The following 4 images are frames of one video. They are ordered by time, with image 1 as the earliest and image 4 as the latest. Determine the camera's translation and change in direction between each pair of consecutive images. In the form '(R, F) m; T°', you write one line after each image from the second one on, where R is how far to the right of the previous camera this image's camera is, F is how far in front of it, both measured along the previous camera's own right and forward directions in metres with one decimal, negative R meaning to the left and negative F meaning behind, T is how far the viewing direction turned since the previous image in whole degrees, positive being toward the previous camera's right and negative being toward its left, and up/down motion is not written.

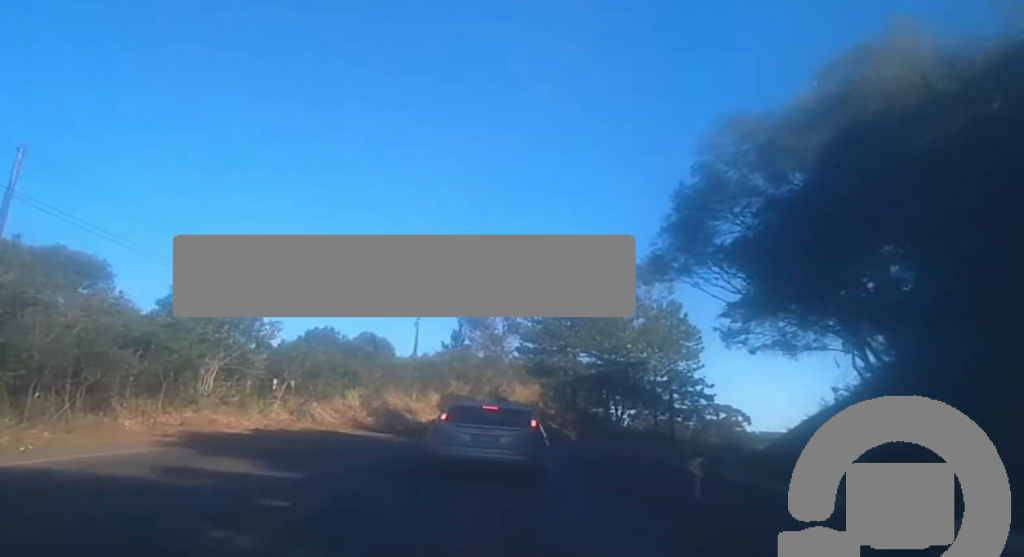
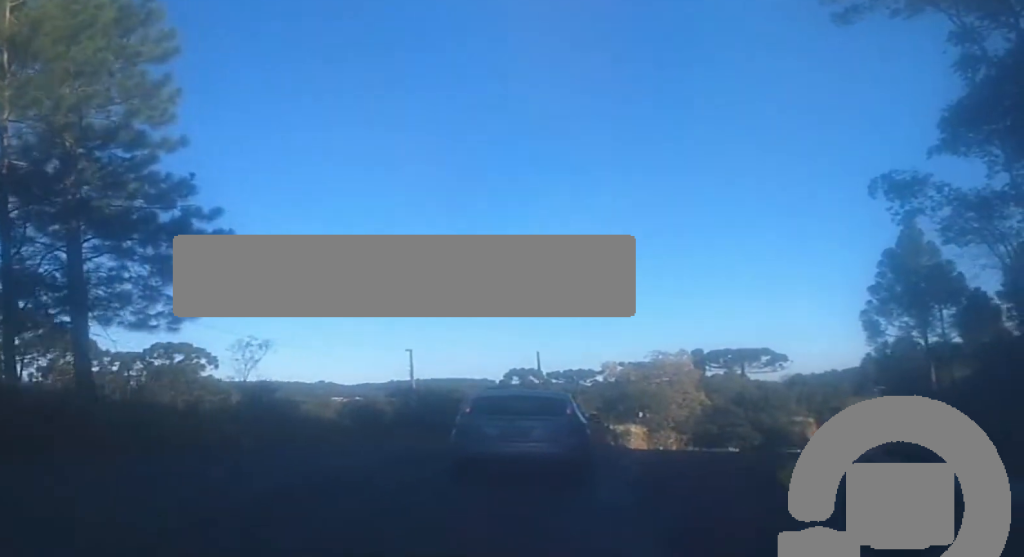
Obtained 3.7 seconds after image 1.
(+9.8, +73.8) m; +26°
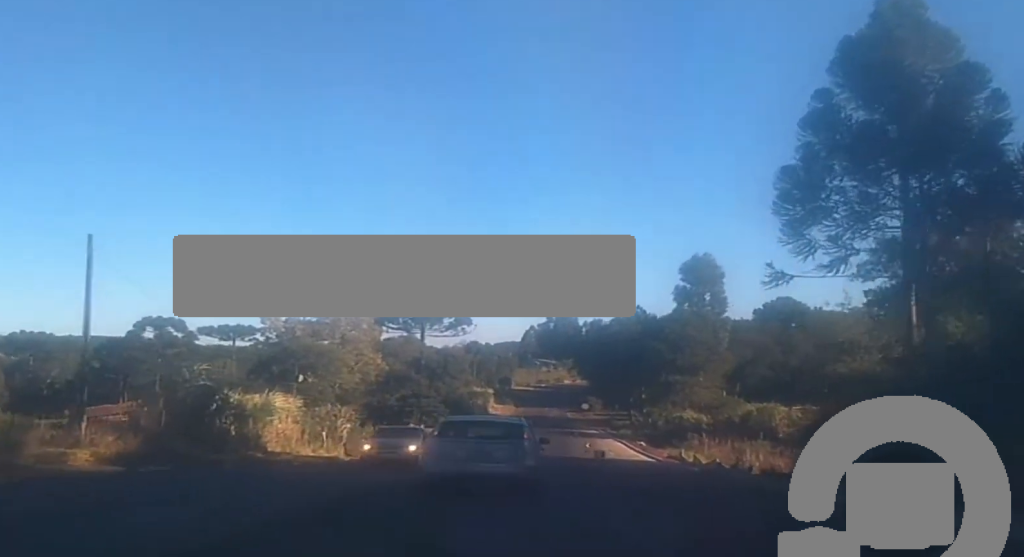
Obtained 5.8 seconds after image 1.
(+5.9, +38.2) m; +14°
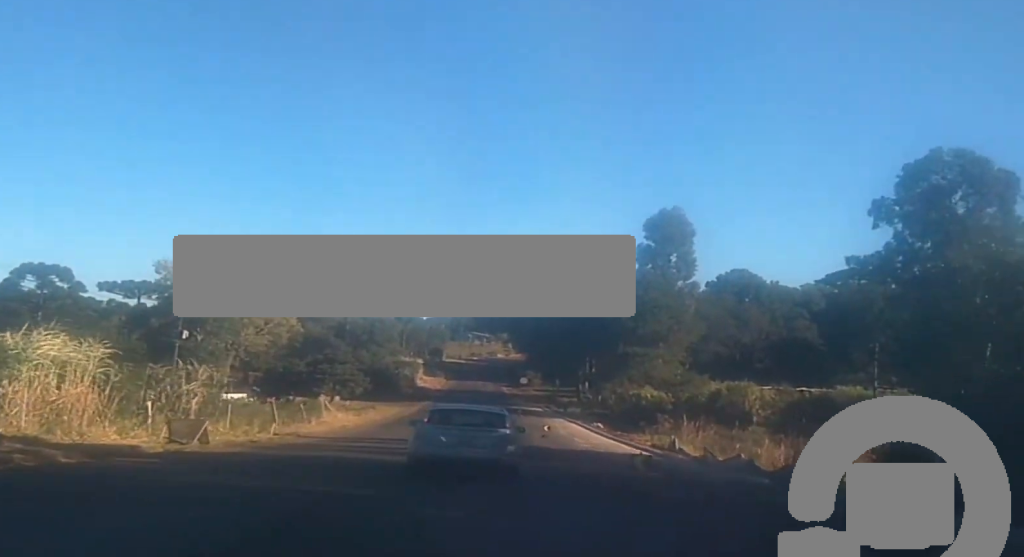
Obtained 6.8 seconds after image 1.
(+0.2, +18.4) m; +1°
